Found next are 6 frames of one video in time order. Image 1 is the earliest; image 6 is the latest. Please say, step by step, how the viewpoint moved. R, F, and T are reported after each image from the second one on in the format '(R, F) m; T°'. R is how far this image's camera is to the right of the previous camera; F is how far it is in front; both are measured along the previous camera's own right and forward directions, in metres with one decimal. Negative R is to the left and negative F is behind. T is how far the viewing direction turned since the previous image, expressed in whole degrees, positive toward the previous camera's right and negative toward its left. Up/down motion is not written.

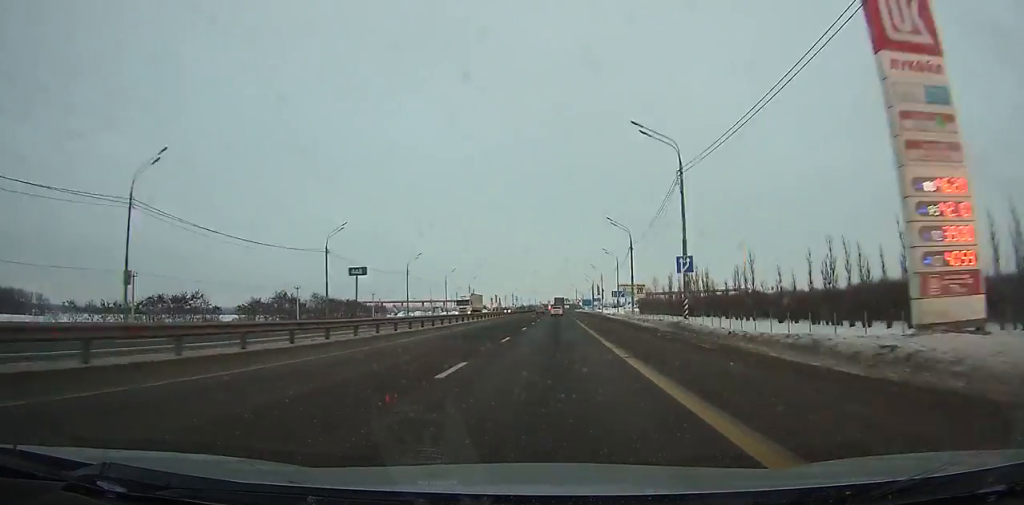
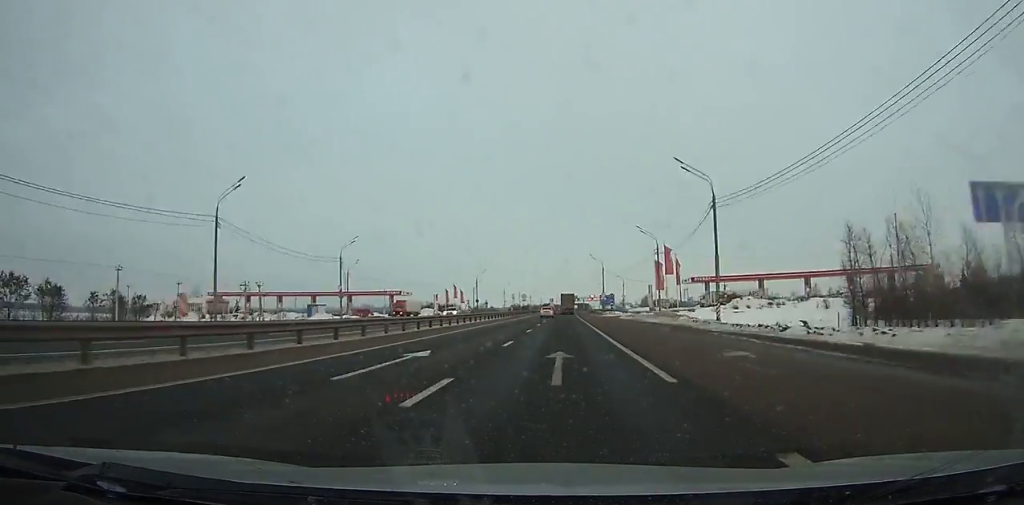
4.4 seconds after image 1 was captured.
(+0.2, +131.7) m; 0°
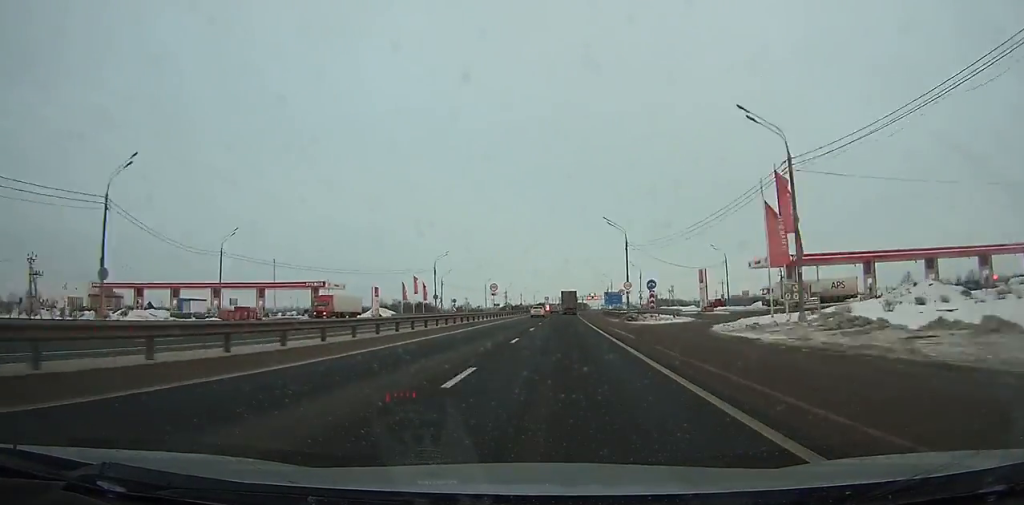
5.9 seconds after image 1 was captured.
(+0.1, +44.8) m; 0°
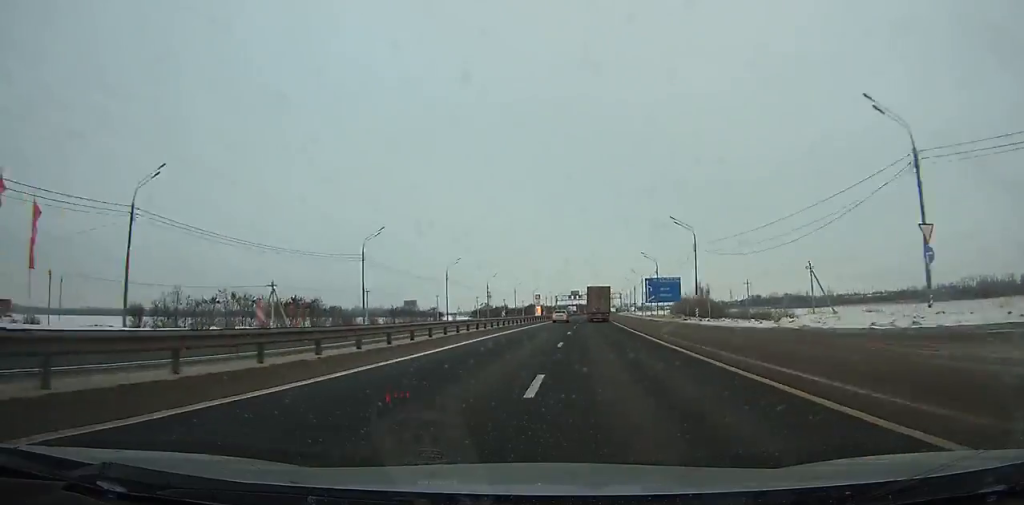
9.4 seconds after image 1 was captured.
(+0.6, +104.7) m; +1°
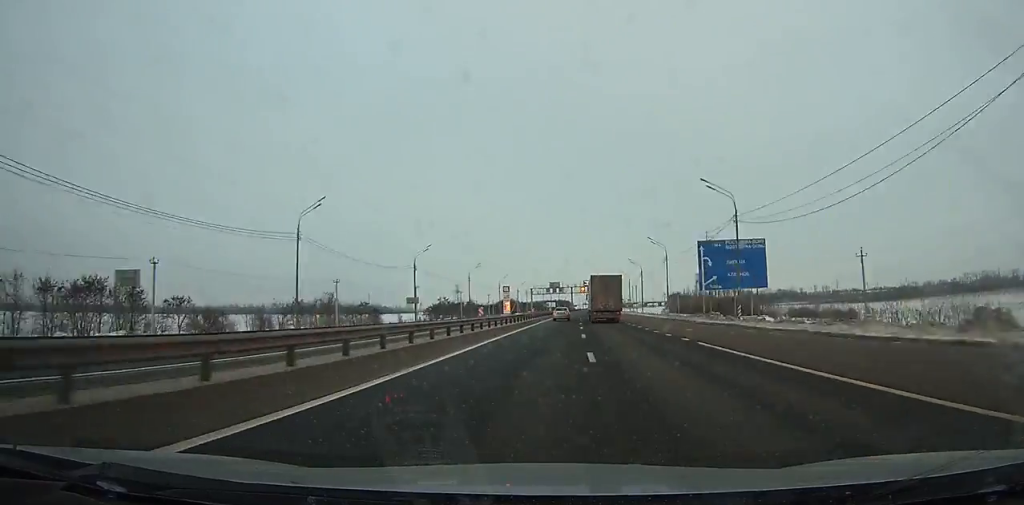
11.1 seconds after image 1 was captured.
(+0.4, +50.7) m; +1°
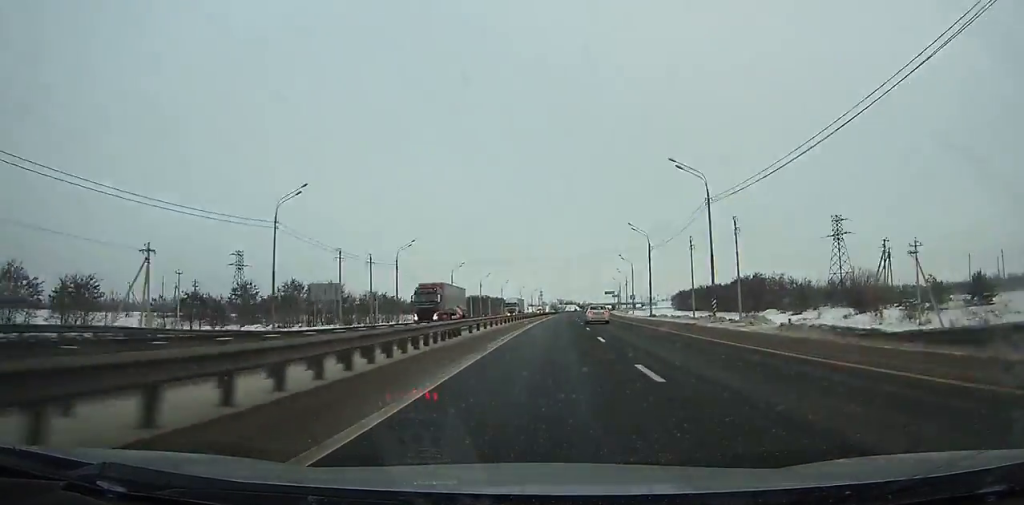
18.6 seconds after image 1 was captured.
(+9.6, +221.5) m; +5°
